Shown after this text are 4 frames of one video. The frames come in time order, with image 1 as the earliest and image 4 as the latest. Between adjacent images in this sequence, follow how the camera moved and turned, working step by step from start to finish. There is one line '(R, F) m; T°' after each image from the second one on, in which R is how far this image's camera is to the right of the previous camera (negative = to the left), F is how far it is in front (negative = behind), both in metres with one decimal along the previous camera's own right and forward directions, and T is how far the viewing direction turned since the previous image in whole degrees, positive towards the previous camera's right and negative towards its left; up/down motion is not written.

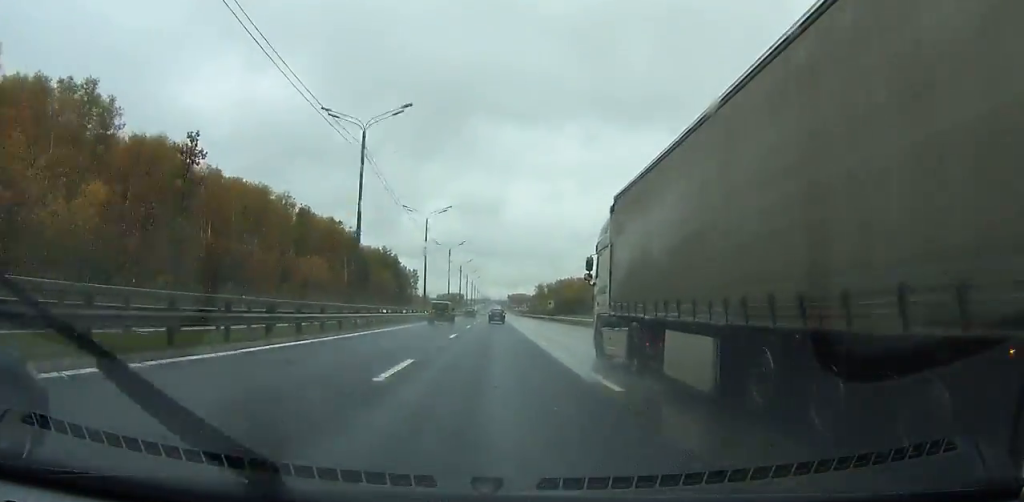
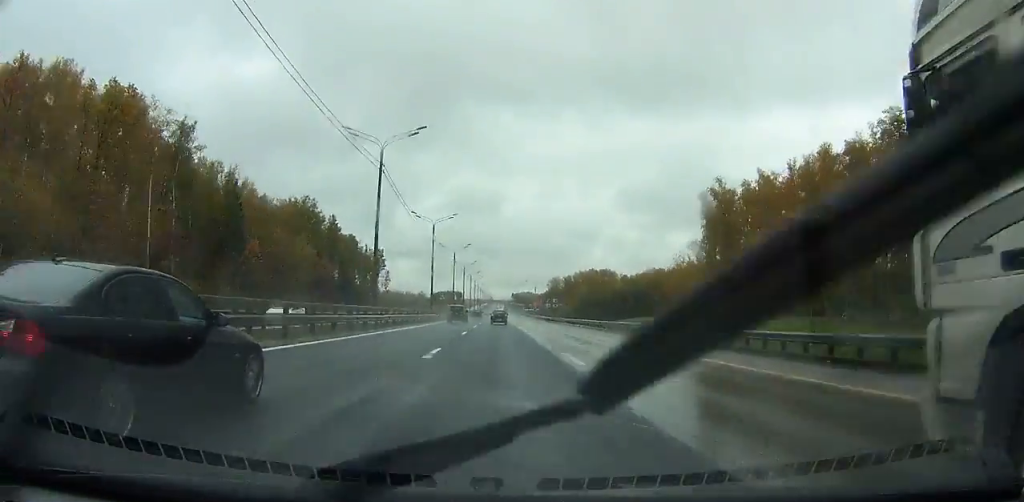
(-0.4, +95.4) m; -3°
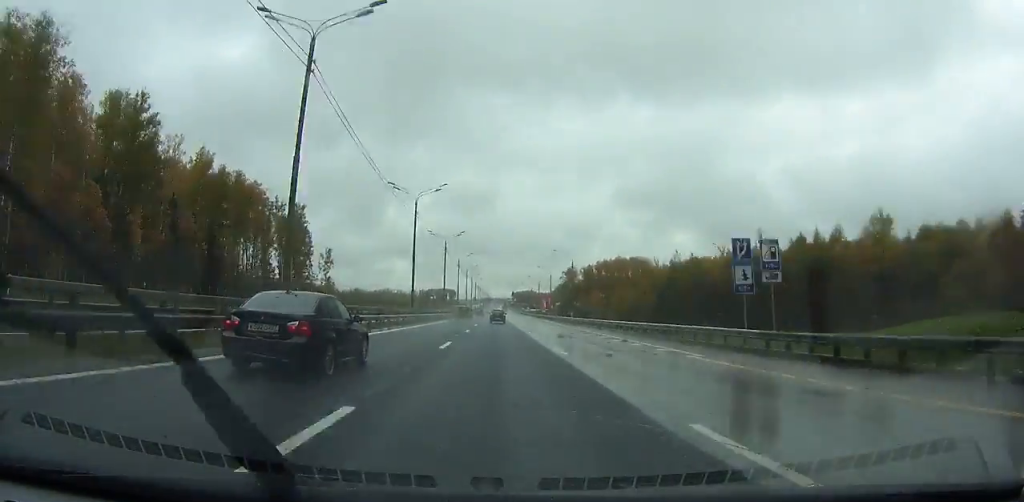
(-1.3, +82.9) m; -1°
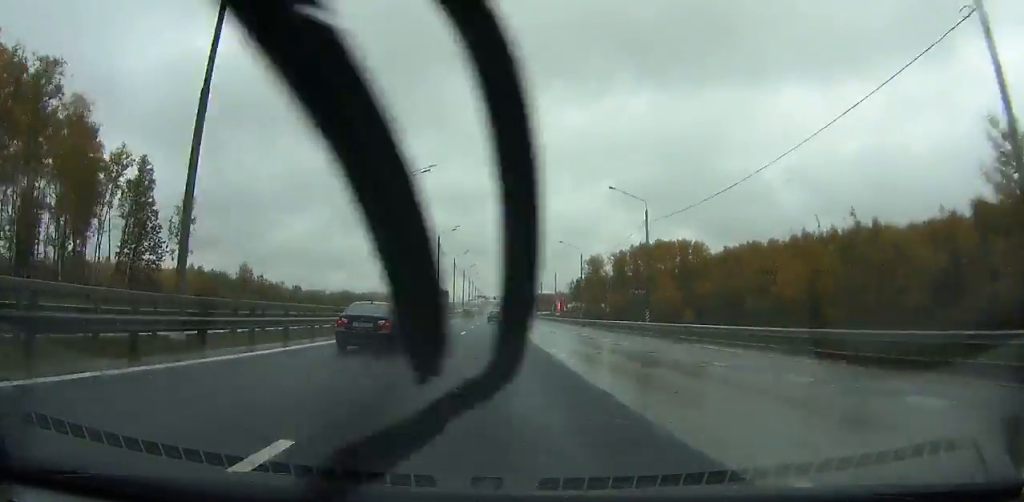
(+0.5, +79.2) m; +1°
